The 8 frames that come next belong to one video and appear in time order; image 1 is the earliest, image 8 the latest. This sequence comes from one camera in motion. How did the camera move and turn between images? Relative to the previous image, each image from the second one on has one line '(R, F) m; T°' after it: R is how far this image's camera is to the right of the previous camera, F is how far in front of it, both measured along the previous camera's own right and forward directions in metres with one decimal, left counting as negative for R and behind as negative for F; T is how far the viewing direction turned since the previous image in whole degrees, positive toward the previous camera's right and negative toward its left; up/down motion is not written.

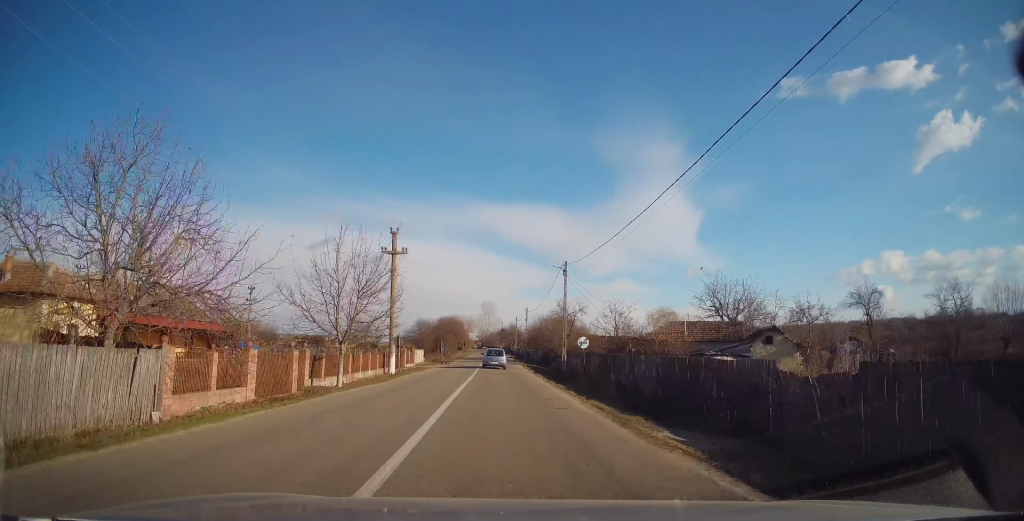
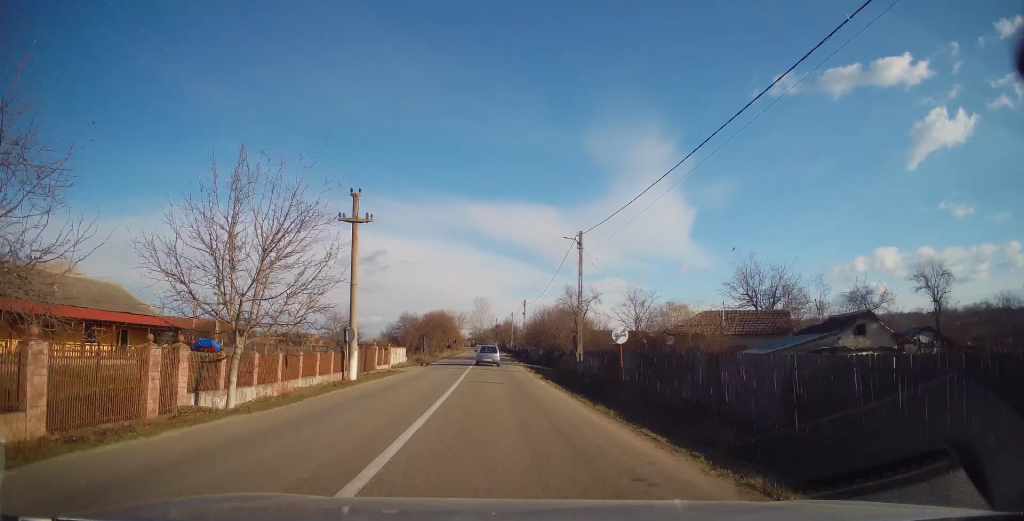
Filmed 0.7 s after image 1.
(+0.1, +8.5) m; +1°
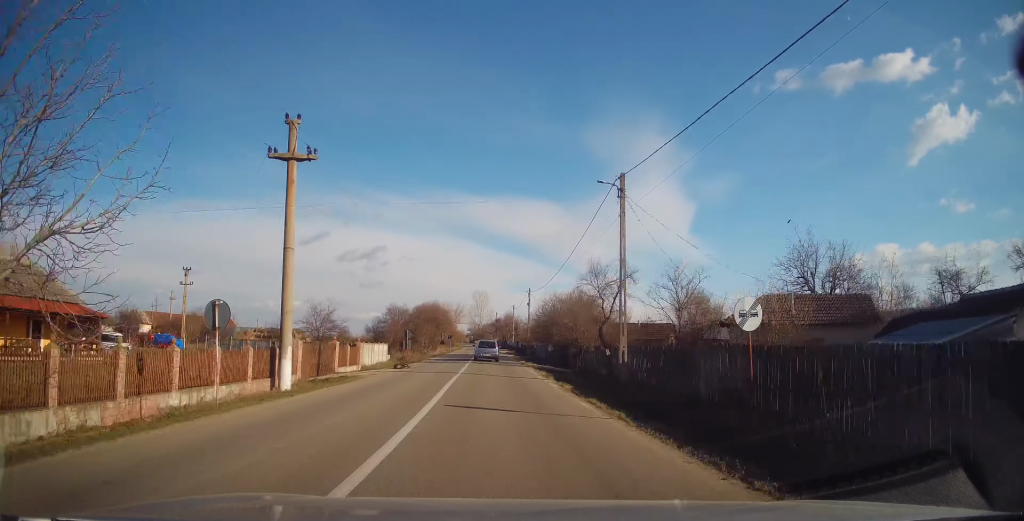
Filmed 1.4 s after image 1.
(0.0, +9.3) m; 0°
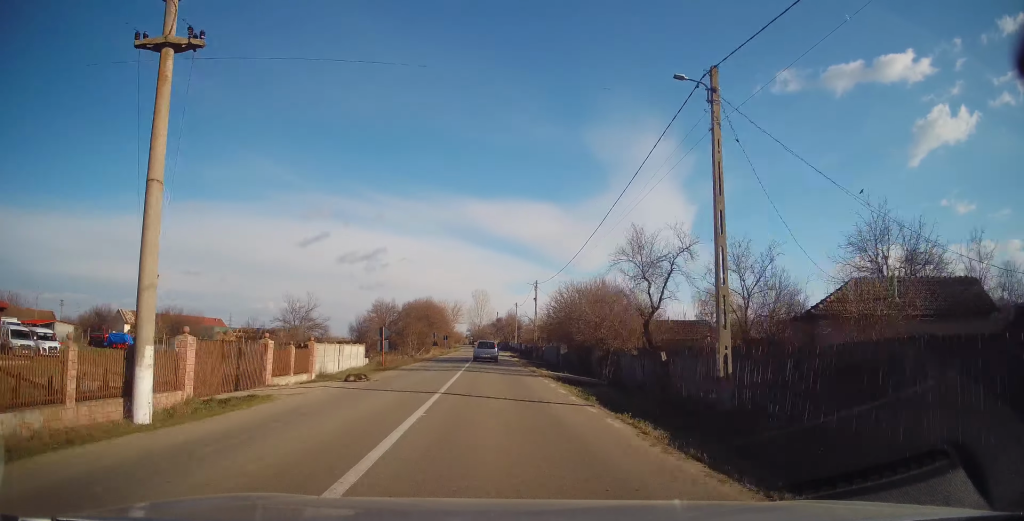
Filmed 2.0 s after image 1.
(0.0, +8.5) m; +1°
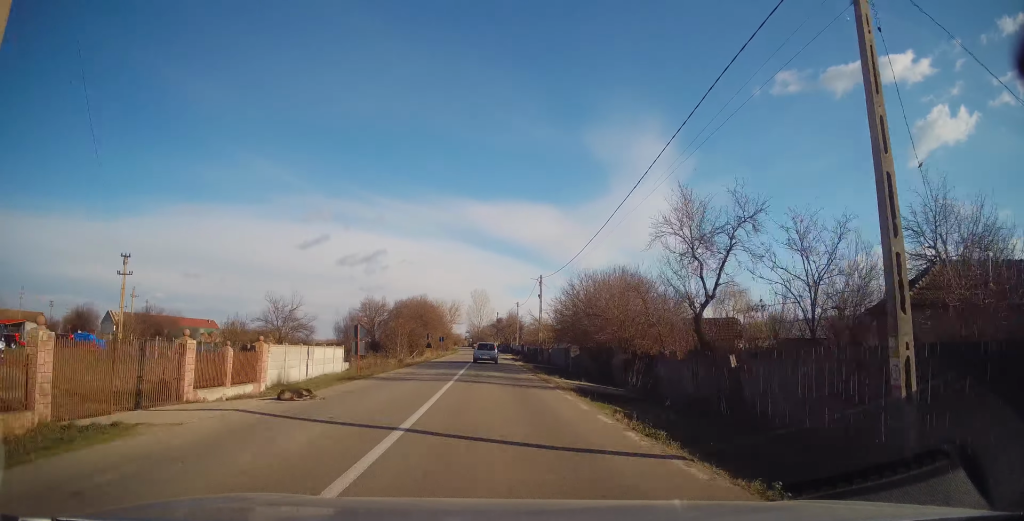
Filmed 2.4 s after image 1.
(0.0, +5.5) m; +1°
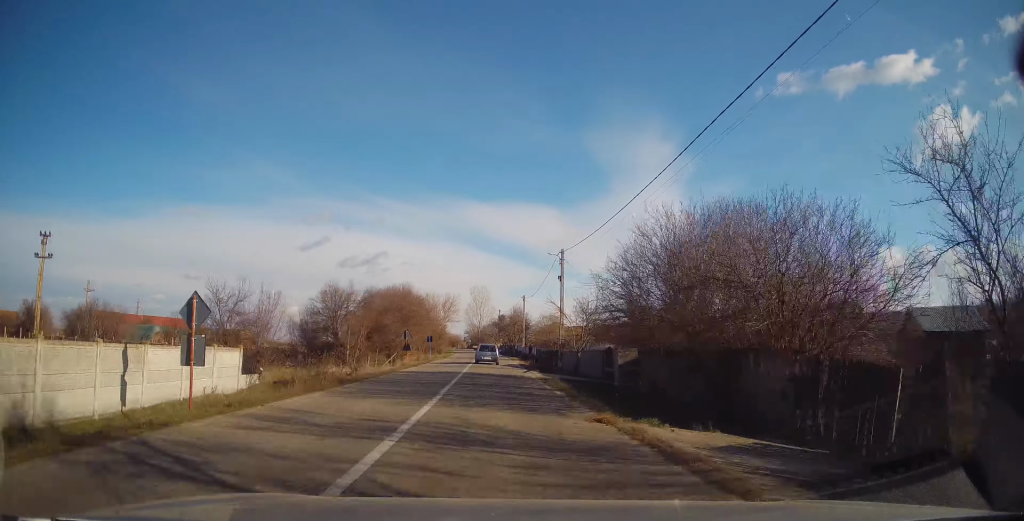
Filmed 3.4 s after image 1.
(+0.4, +13.7) m; 0°
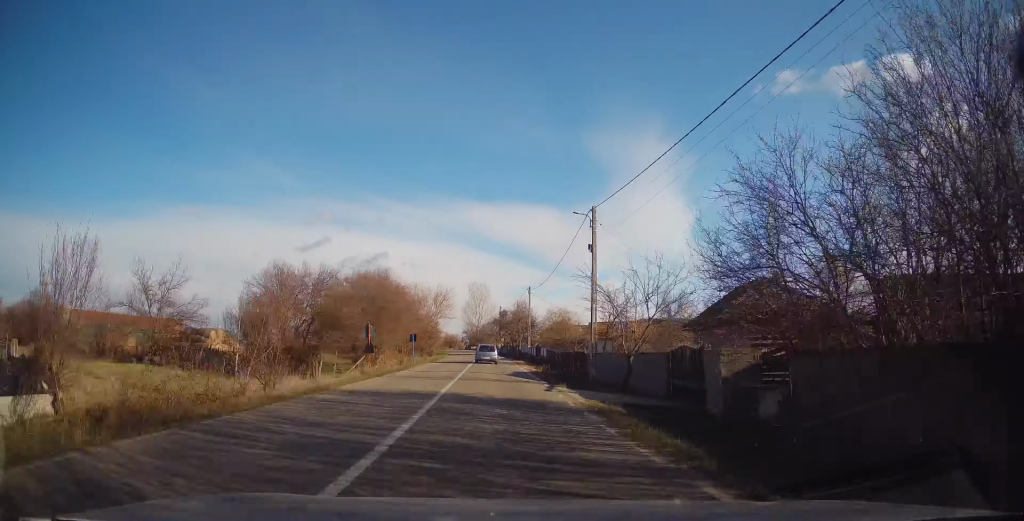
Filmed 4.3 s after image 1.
(-0.4, +11.5) m; -2°
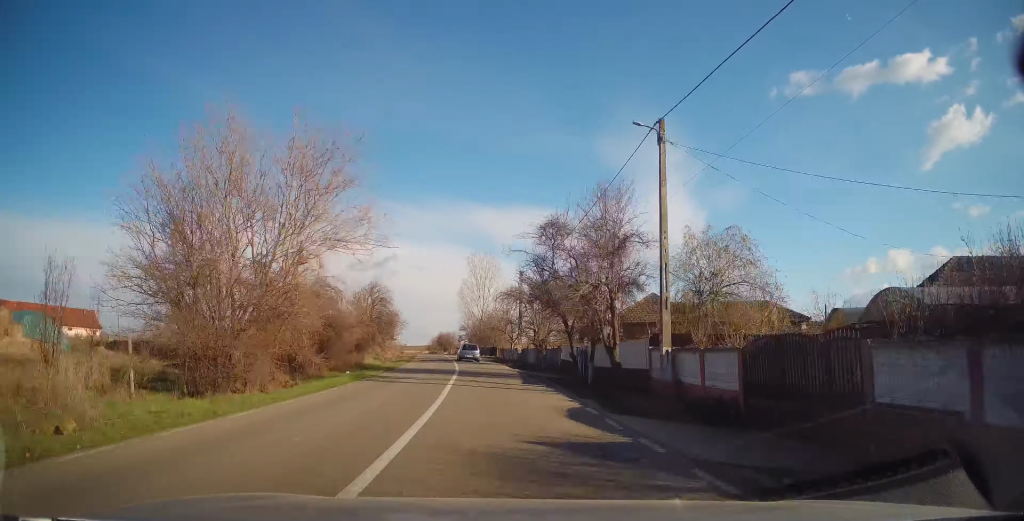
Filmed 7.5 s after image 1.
(+1.0, +46.9) m; 0°
